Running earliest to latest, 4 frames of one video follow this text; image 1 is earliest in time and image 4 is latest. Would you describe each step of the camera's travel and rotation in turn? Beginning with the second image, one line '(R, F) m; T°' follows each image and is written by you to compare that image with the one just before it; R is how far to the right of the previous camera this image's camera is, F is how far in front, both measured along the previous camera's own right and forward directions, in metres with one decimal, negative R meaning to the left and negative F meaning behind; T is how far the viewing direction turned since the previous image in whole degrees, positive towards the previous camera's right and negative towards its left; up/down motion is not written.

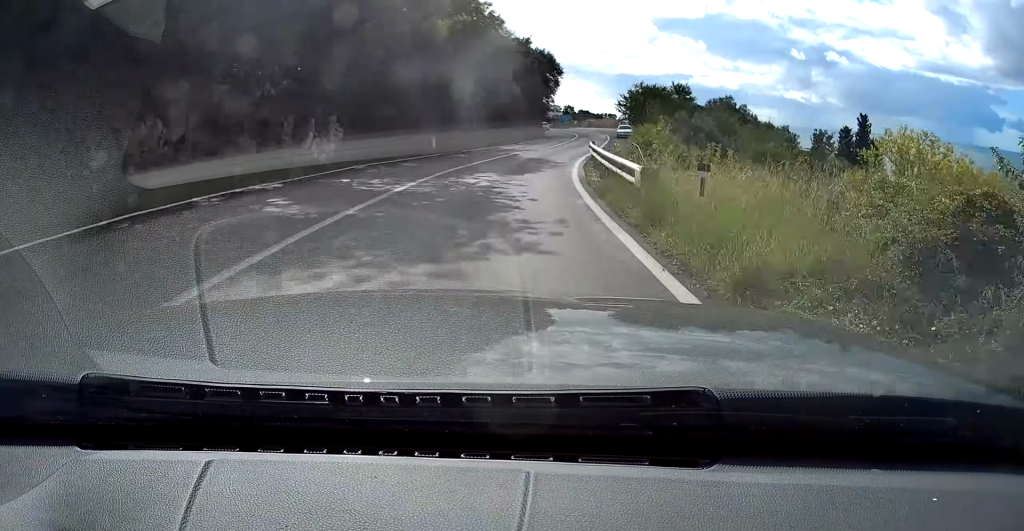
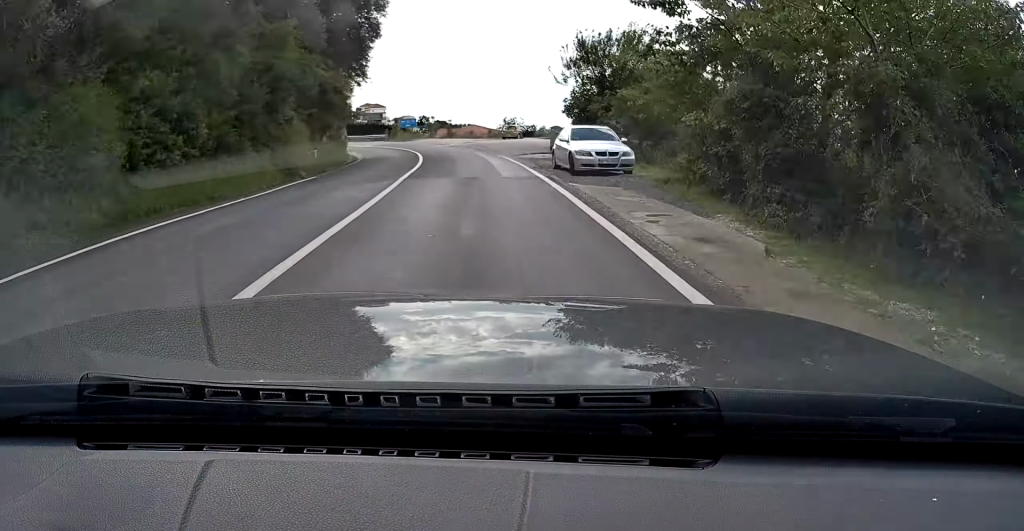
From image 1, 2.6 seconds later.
(+3.9, +51.1) m; +9°
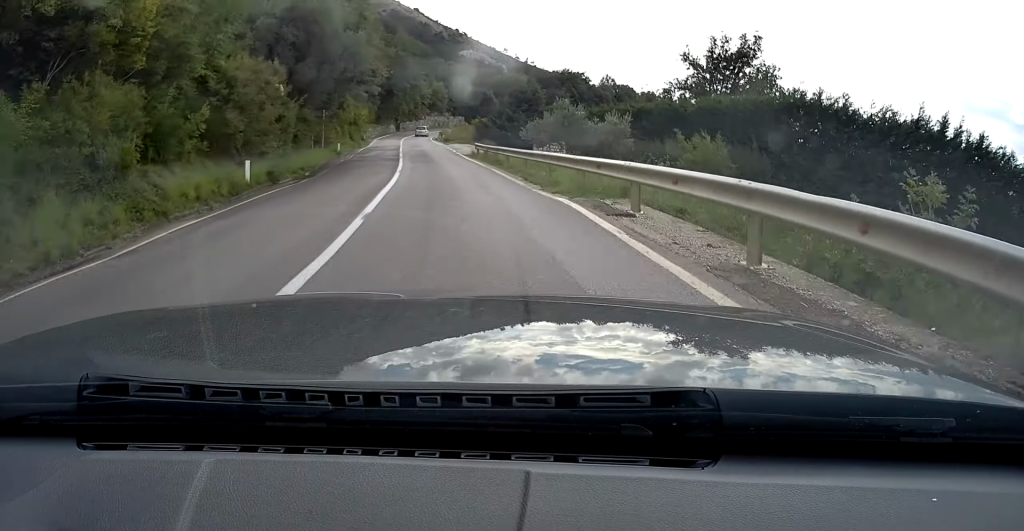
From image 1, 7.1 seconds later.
(-6.5, +88.5) m; -20°
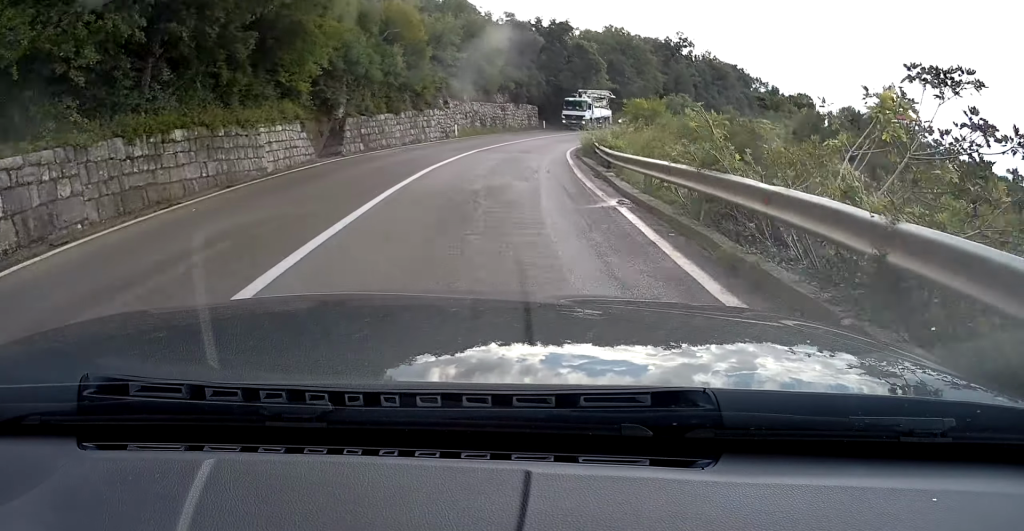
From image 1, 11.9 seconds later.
(-13.4, +87.4) m; -6°
